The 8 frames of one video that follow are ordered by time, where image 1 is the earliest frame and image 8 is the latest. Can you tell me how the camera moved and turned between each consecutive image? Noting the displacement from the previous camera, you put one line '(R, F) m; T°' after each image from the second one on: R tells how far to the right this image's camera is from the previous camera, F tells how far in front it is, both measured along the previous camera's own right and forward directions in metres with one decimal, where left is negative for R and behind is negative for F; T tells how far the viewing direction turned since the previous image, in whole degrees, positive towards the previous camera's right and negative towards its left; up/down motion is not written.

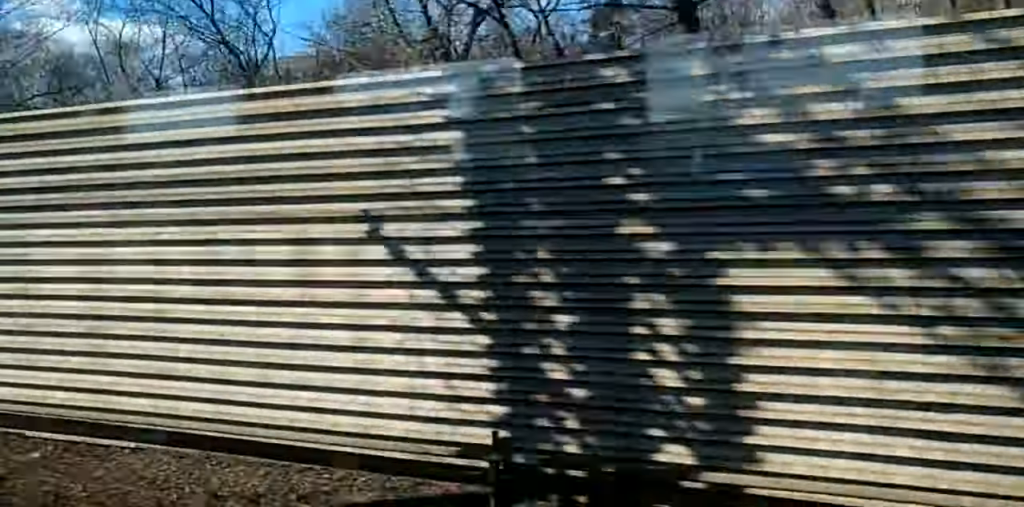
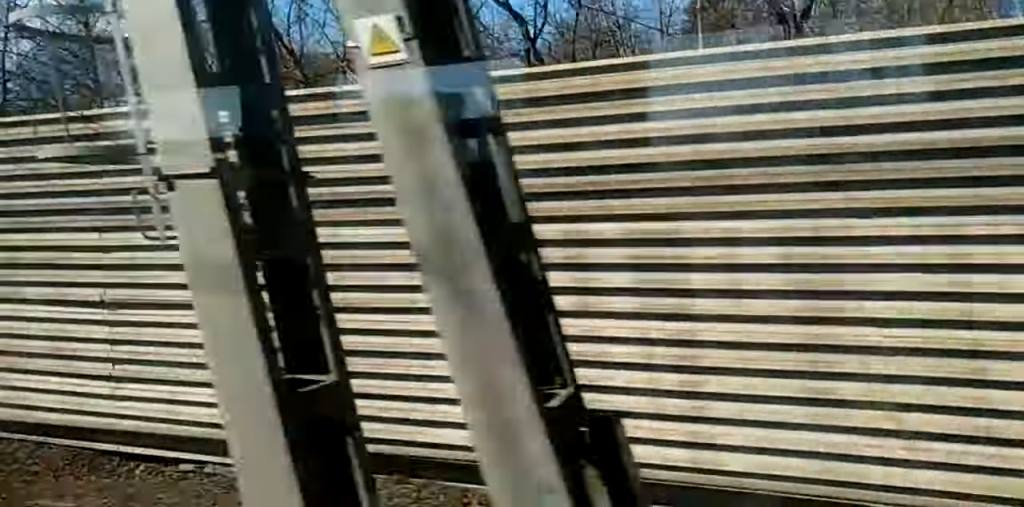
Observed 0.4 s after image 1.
(-0.1, +8.3) m; +1°
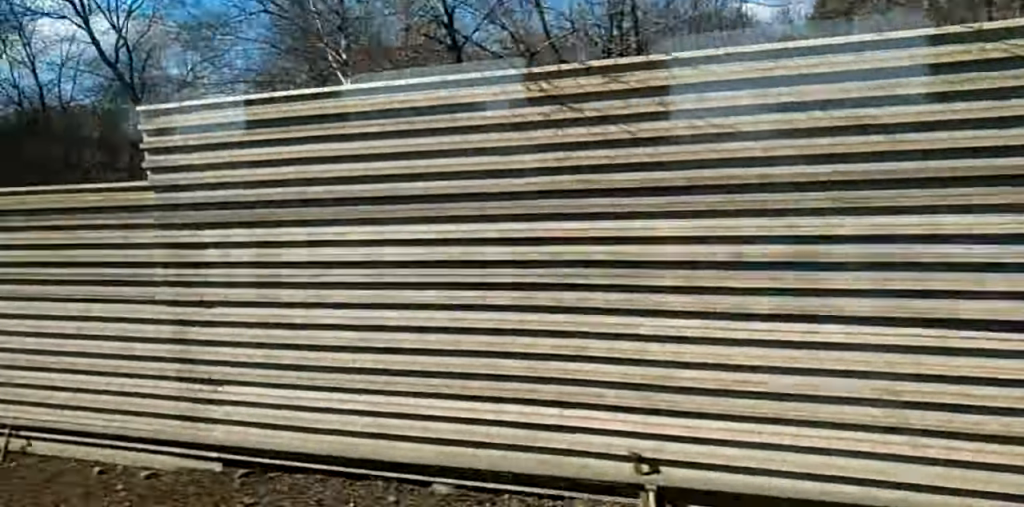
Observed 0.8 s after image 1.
(+0.3, +9.1) m; 0°
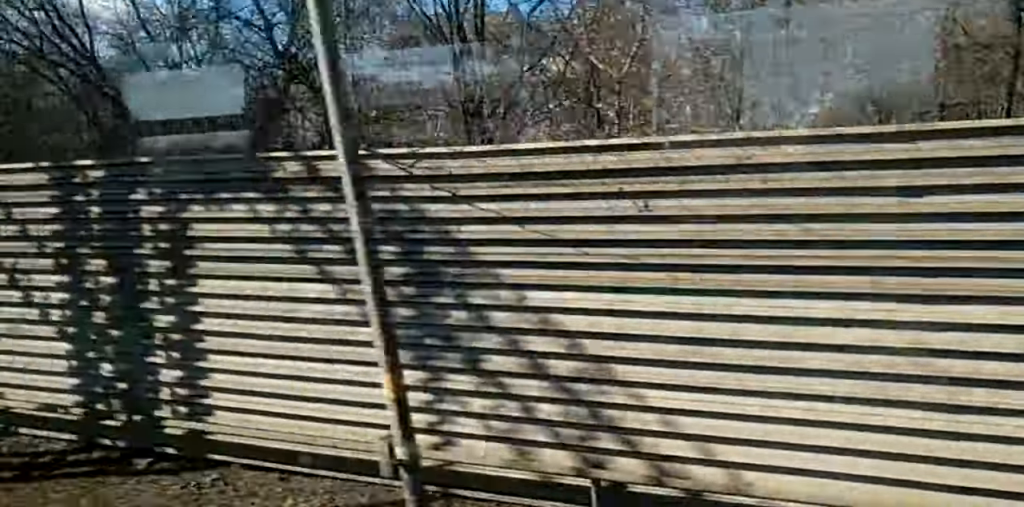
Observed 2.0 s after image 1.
(+0.1, +23.1) m; 0°
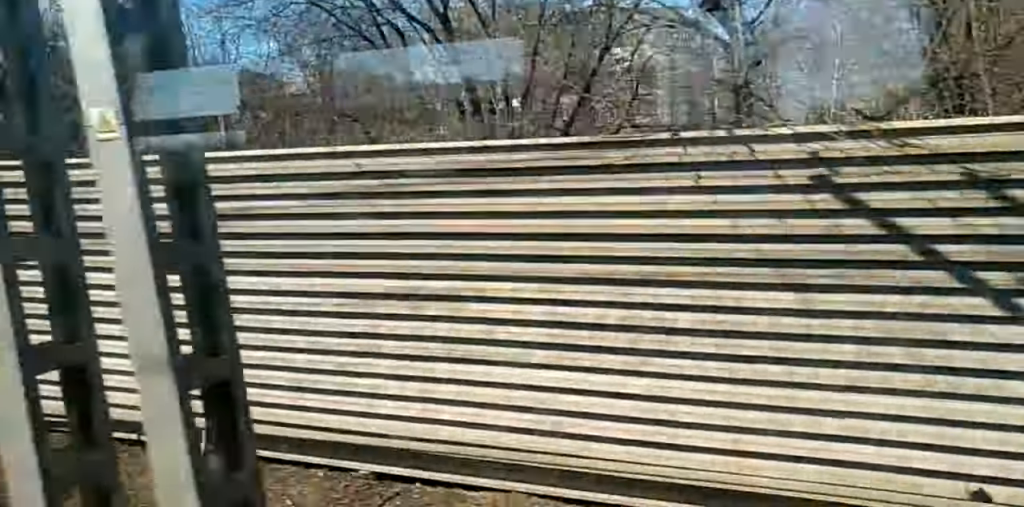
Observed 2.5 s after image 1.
(-0.1, +11.6) m; 0°
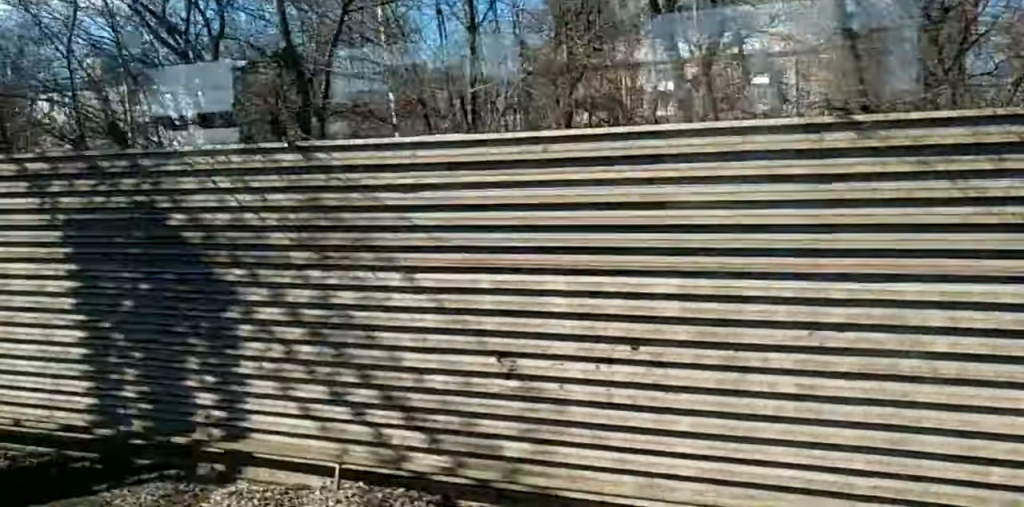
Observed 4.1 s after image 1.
(0.0, +32.3) m; 0°
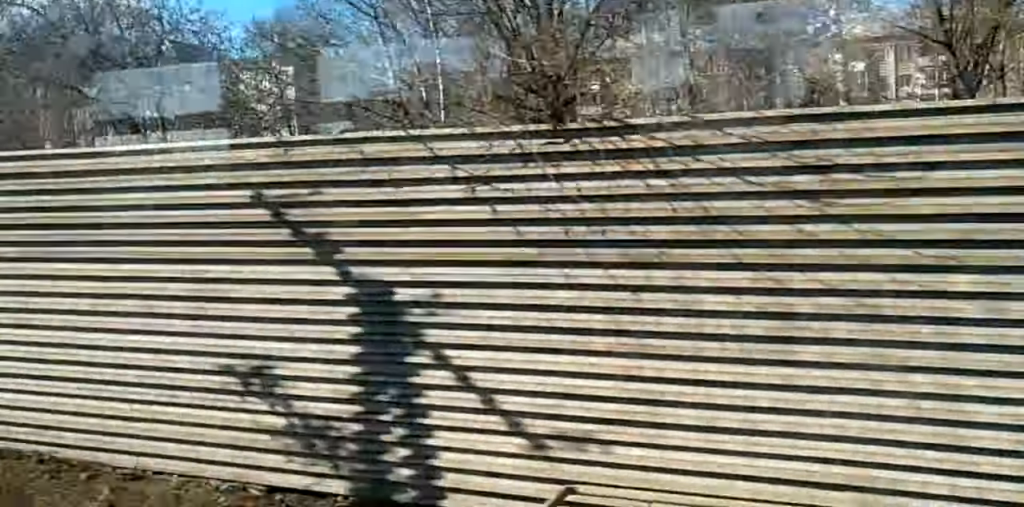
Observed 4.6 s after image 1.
(0.0, +11.5) m; 0°
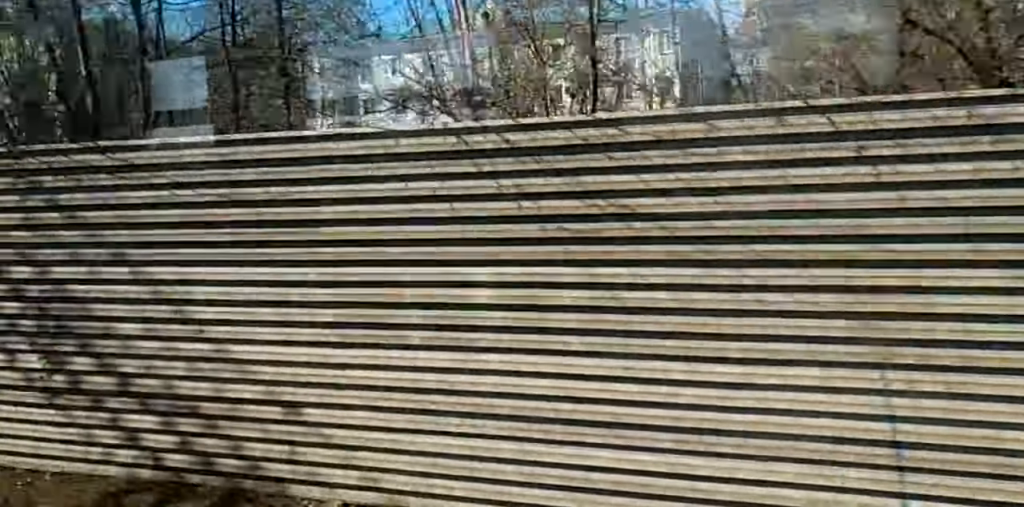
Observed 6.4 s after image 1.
(+0.1, +35.7) m; +1°
